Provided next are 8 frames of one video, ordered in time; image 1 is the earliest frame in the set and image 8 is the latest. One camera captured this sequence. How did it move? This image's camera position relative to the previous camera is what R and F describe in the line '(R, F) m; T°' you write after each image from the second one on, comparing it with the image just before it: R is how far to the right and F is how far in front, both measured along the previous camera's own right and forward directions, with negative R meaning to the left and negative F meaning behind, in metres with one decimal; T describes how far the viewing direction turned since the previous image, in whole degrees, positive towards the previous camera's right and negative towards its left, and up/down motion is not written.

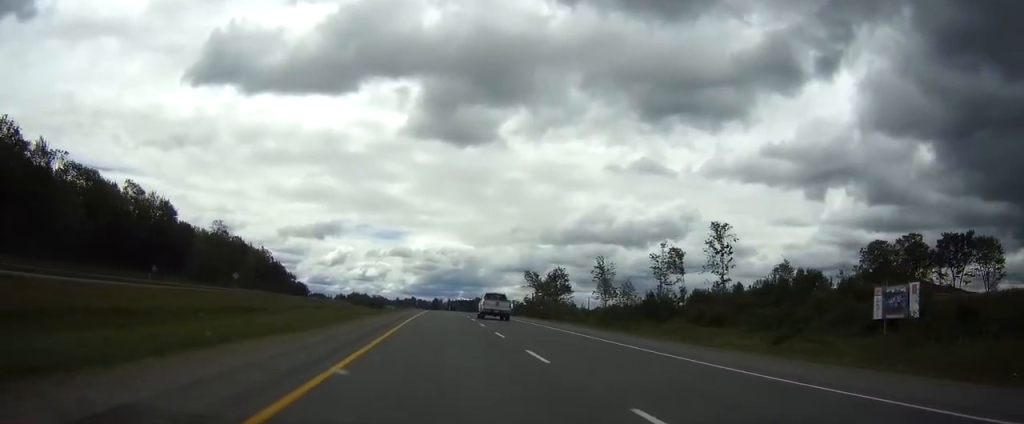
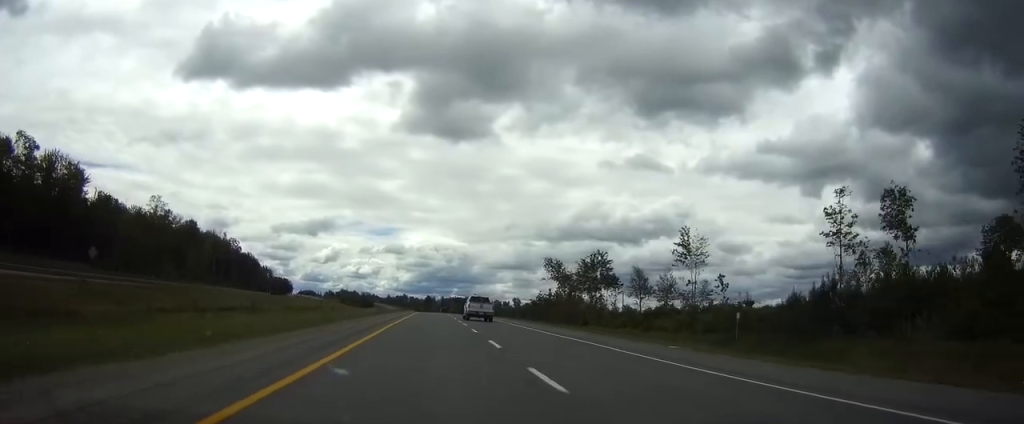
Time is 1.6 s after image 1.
(+0.2, +48.6) m; +1°
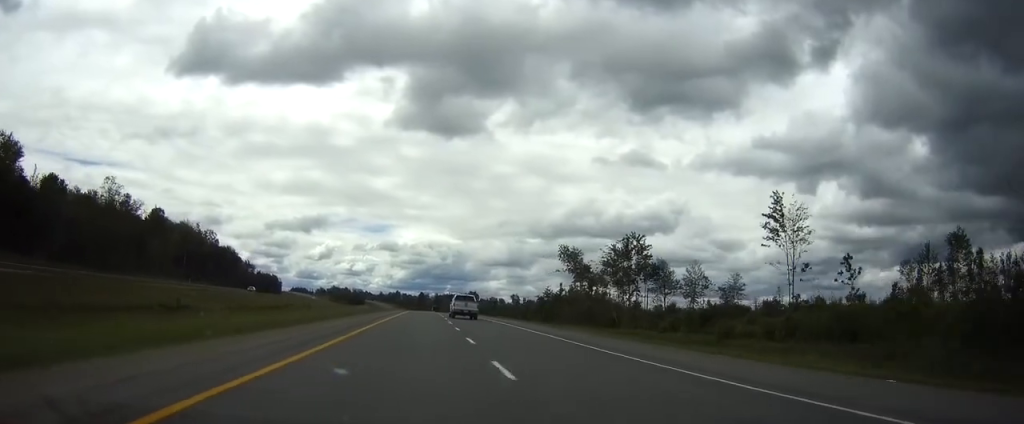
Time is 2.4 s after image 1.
(0.0, +25.5) m; 0°
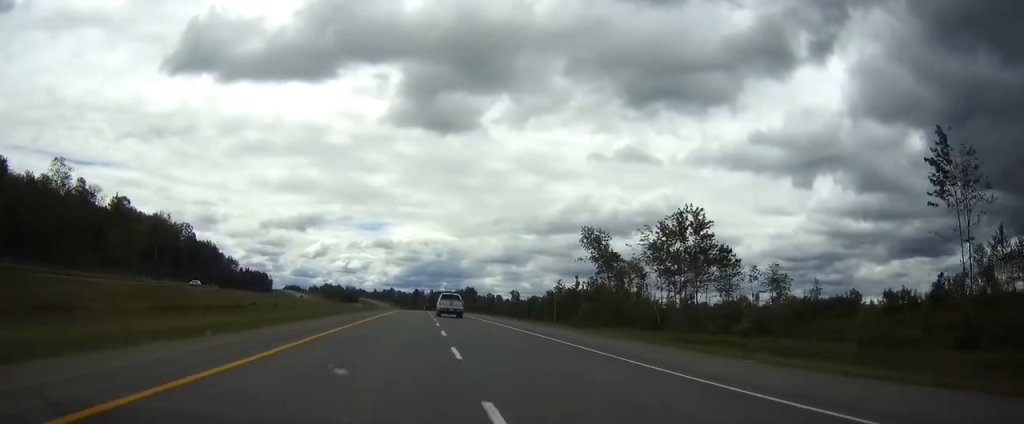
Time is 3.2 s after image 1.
(+0.1, +23.6) m; 0°
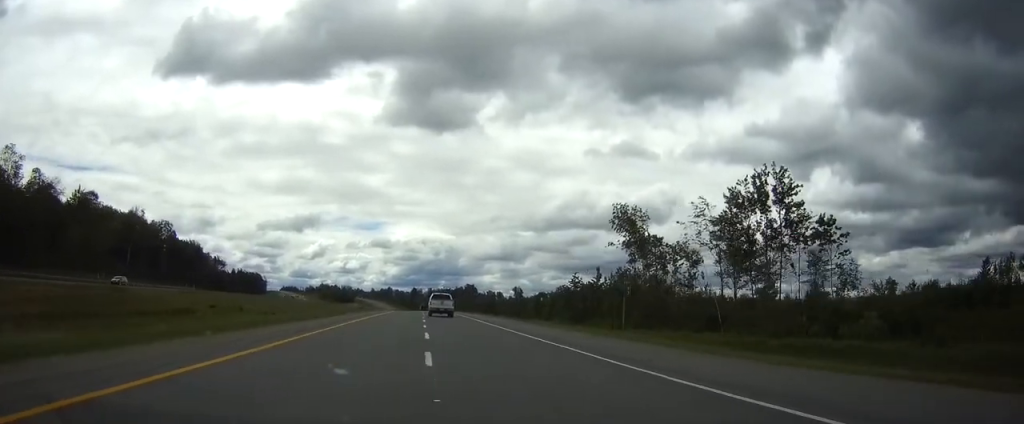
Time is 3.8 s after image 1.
(+0.1, +19.6) m; 0°
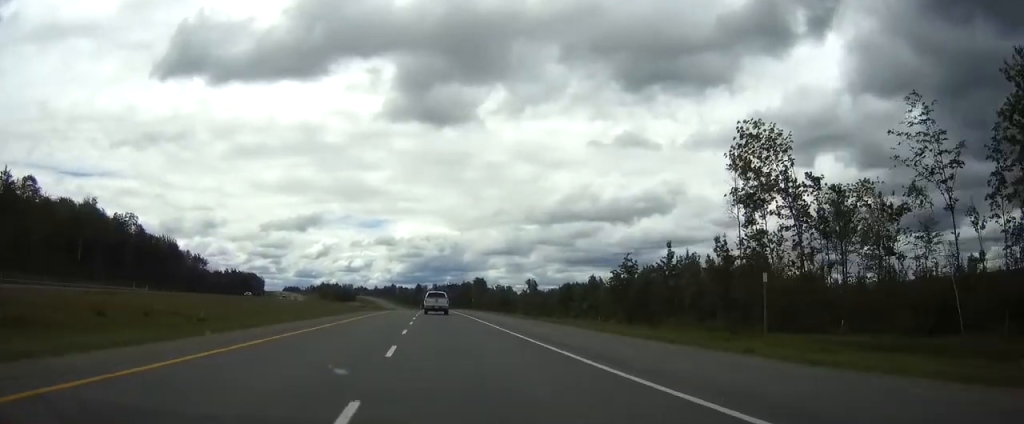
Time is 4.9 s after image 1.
(-0.1, +34.1) m; 0°
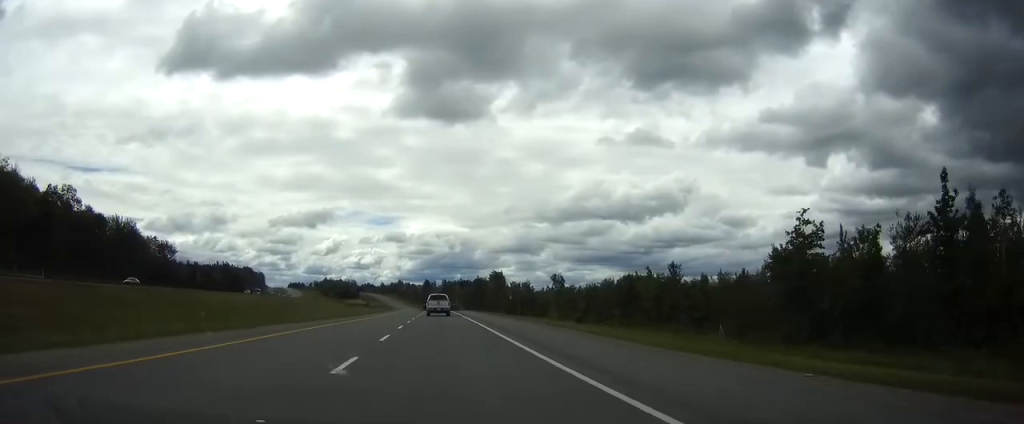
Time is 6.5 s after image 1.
(-0.2, +47.7) m; -1°
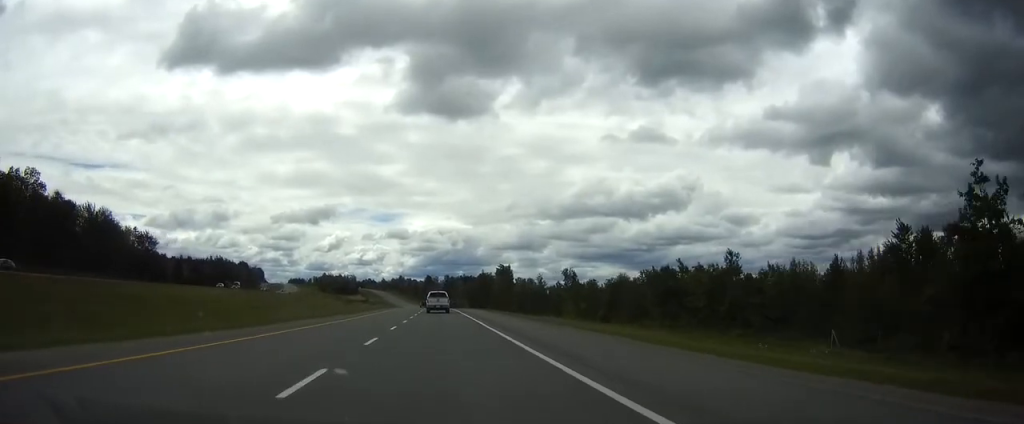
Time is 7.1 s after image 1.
(-0.1, +20.8) m; 0°
